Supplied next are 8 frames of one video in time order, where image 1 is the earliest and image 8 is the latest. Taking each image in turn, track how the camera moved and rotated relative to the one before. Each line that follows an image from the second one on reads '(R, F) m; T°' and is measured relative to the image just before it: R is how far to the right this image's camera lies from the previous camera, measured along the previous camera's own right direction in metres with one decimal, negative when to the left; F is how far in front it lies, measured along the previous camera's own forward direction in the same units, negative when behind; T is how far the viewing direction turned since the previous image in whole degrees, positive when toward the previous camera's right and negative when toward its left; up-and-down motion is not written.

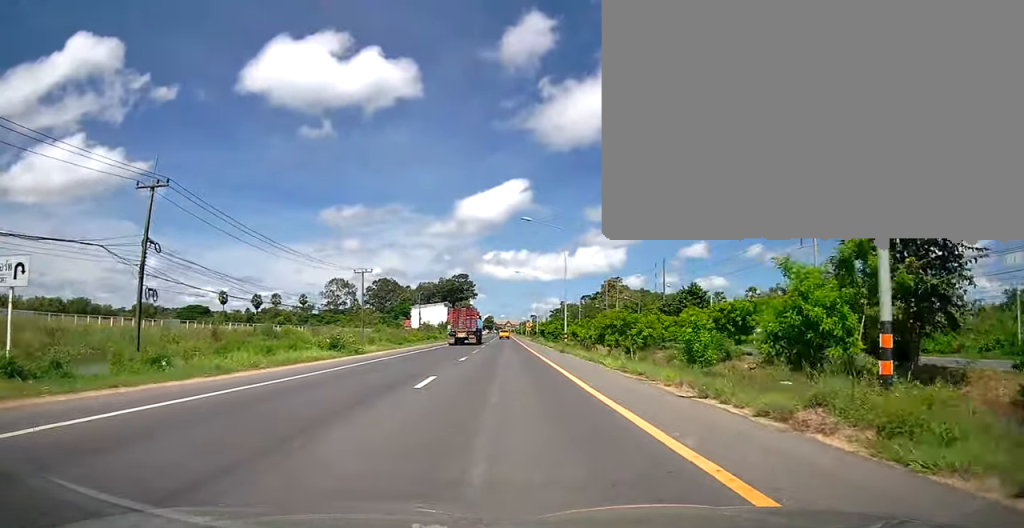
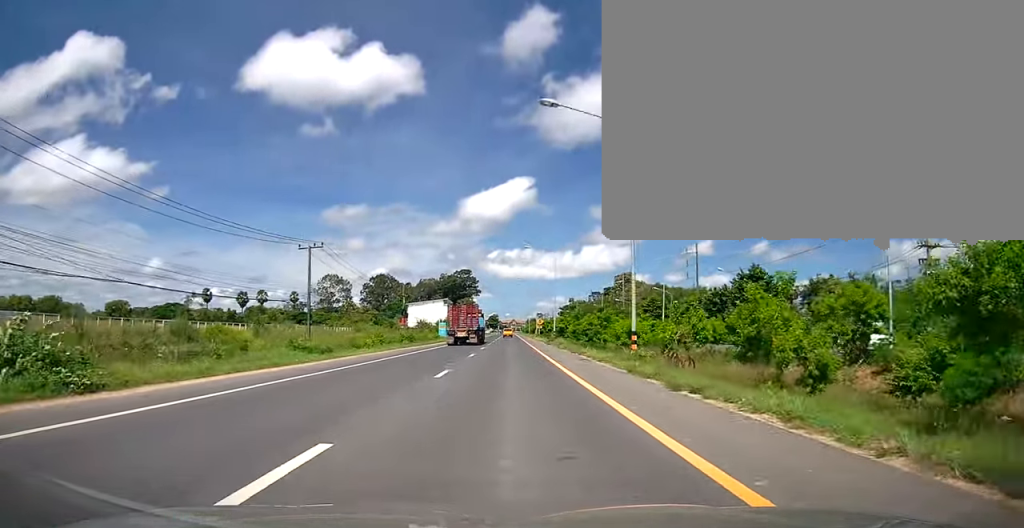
(-0.2, +21.2) m; 0°
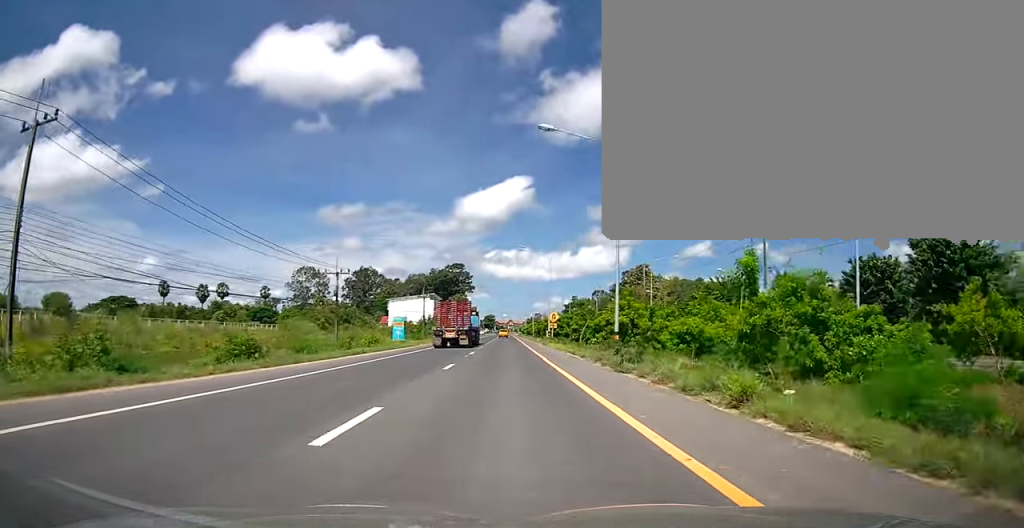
(0.0, +32.9) m; 0°
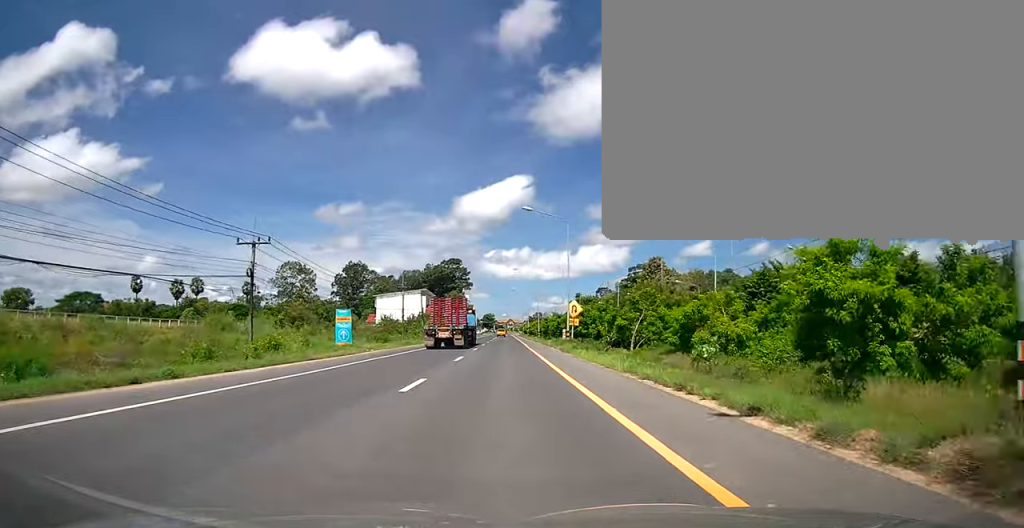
(0.0, +18.5) m; 0°
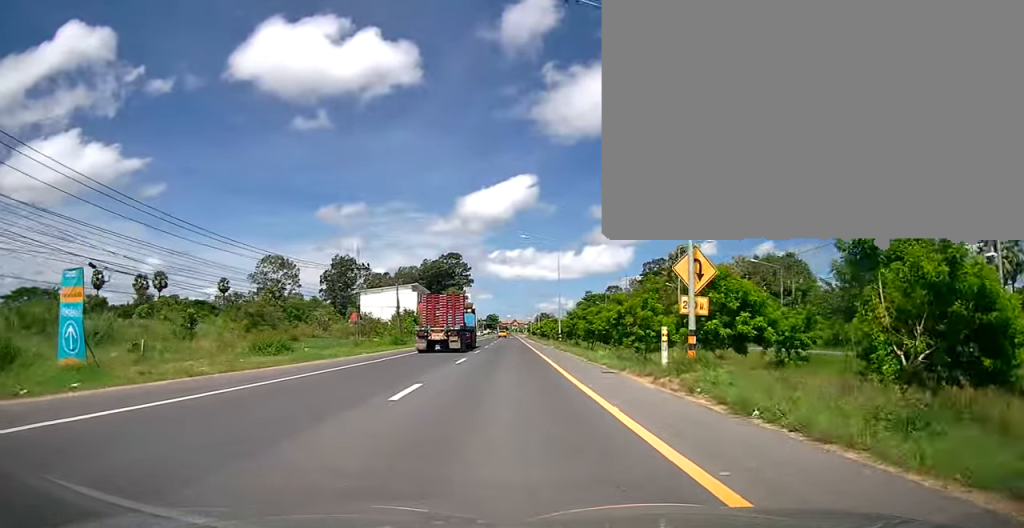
(-0.2, +25.4) m; -1°
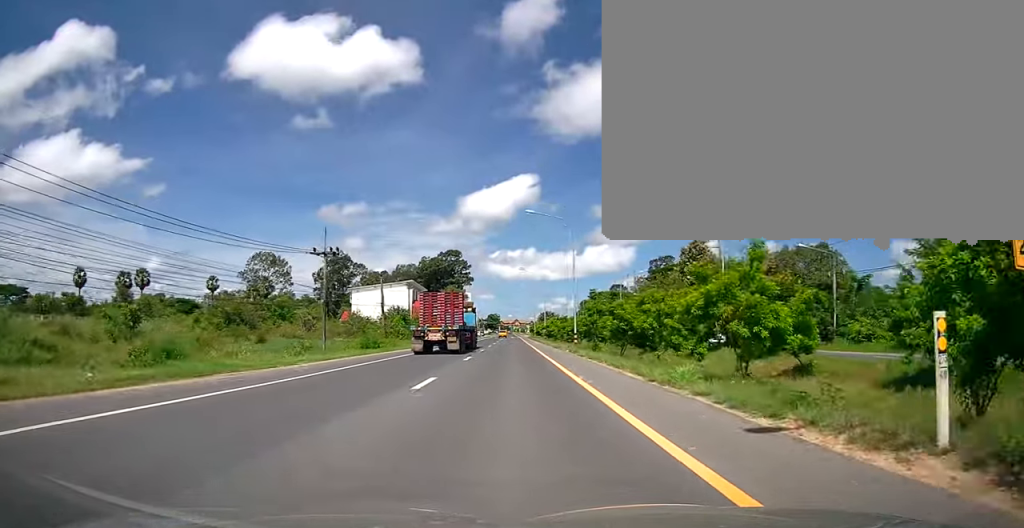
(0.0, +10.2) m; 0°
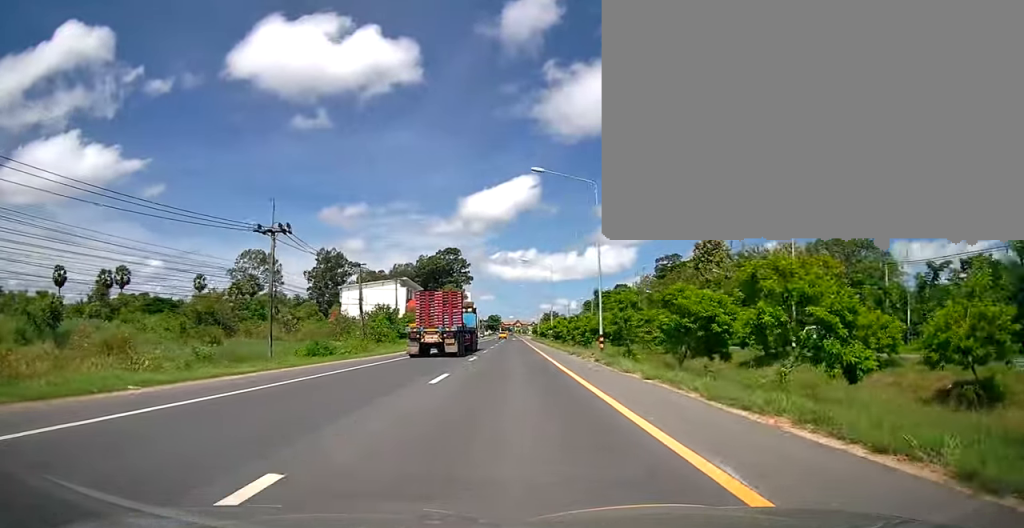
(0.0, +10.2) m; +1°
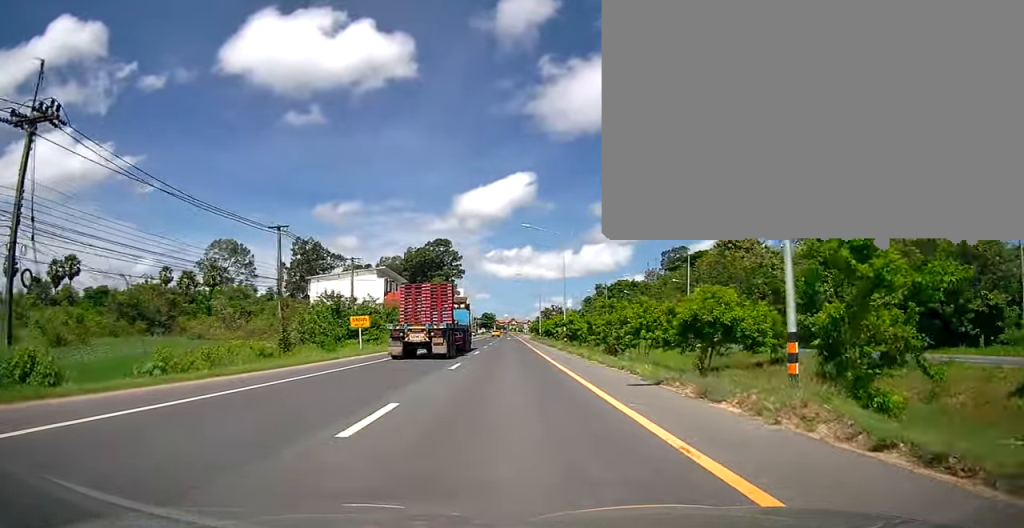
(+0.3, +19.0) m; +1°
